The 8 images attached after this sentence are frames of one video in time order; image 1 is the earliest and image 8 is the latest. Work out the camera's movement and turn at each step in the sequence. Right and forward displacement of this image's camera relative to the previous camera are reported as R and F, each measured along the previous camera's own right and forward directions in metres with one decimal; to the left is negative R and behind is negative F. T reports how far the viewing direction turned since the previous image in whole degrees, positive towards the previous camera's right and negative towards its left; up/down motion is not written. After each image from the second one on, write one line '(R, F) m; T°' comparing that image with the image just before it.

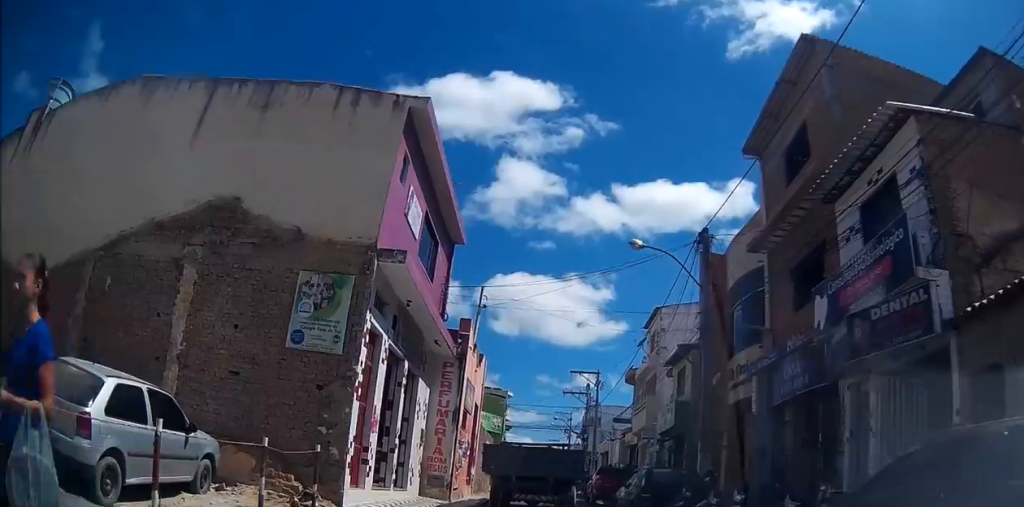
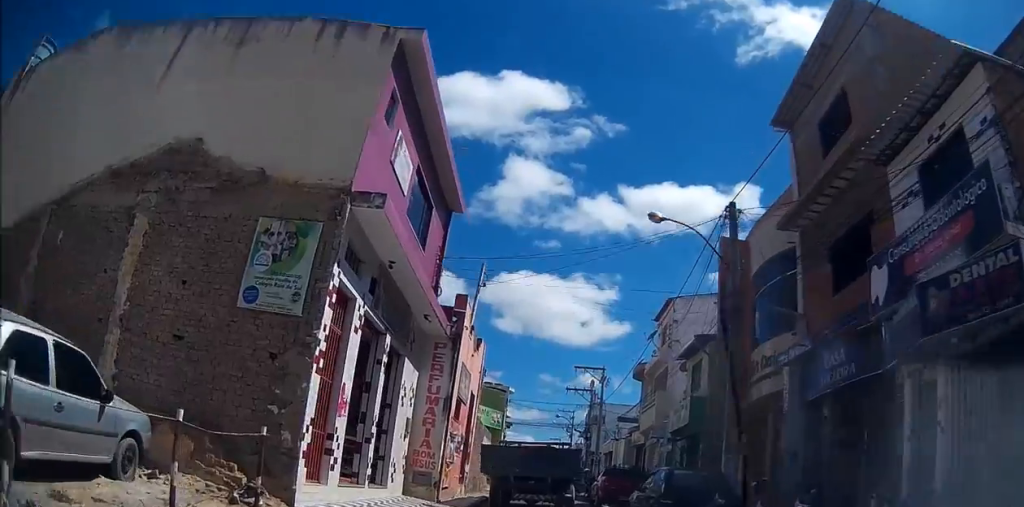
(+0.1, +1.9) m; -2°
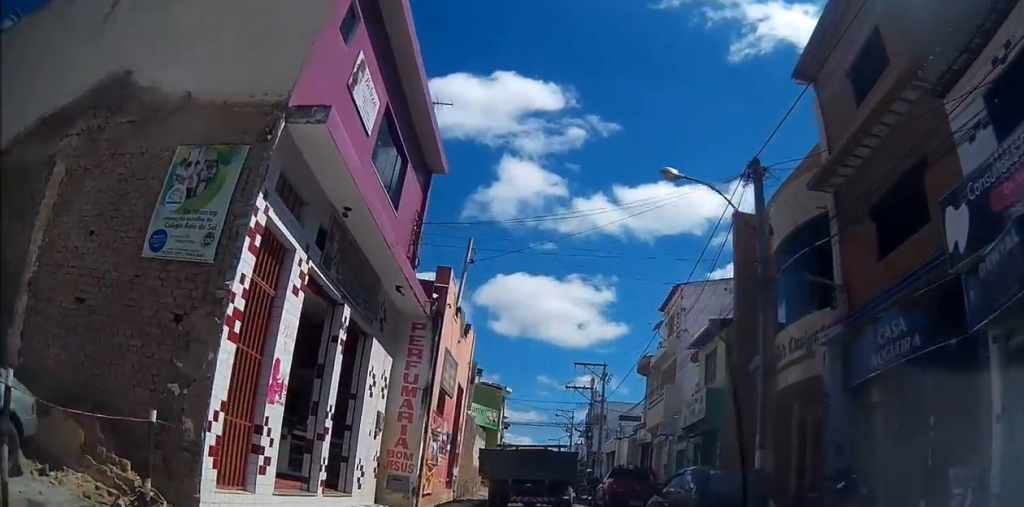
(-0.3, +2.1) m; +2°
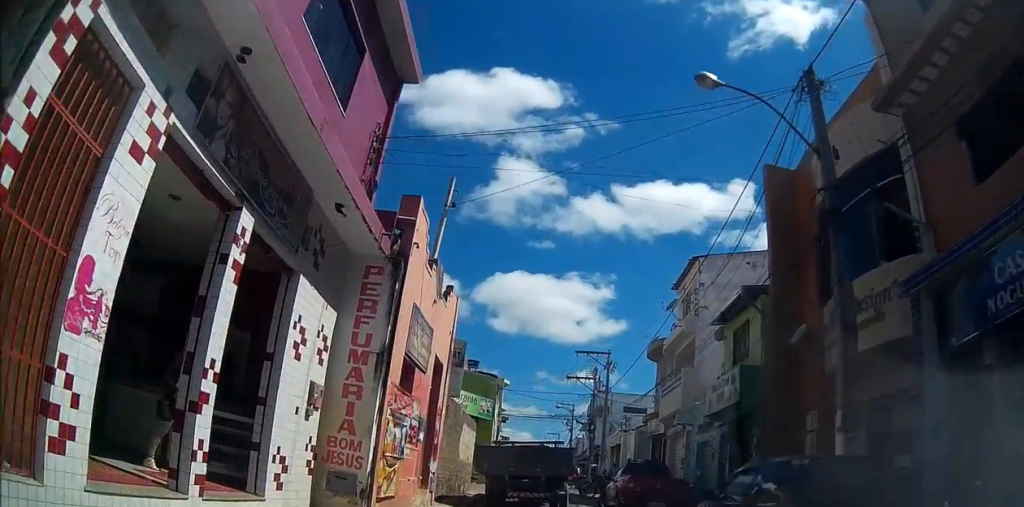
(0.0, +3.1) m; +5°
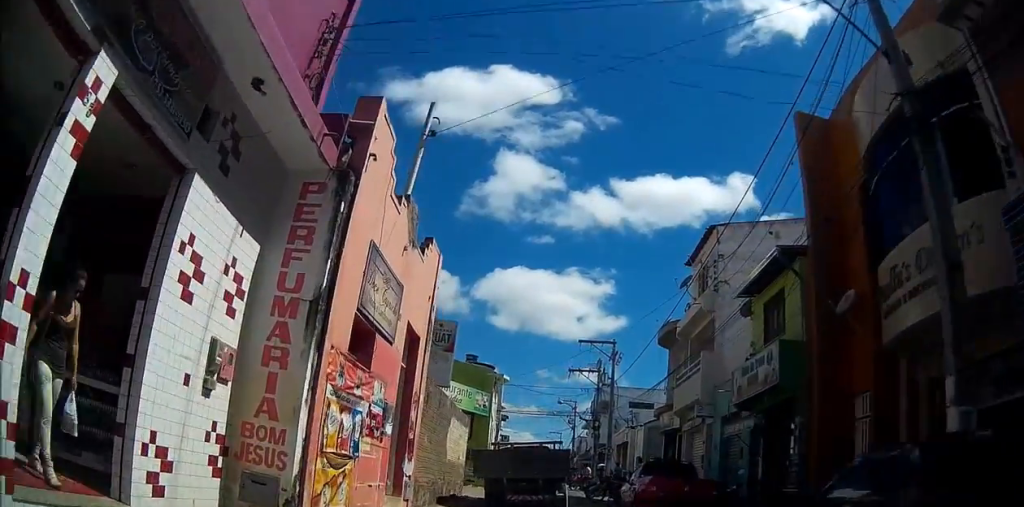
(+0.3, +2.5) m; +6°
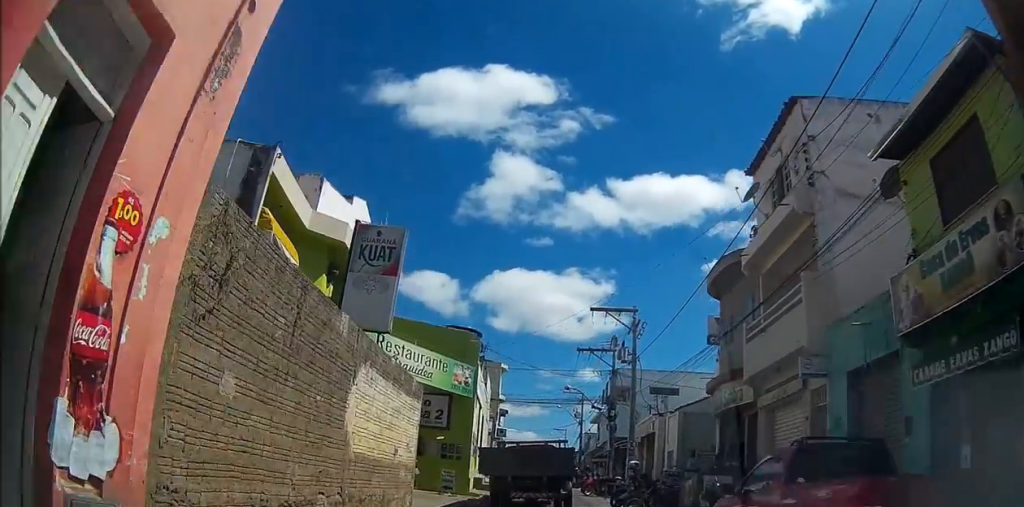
(-0.6, +7.9) m; -6°
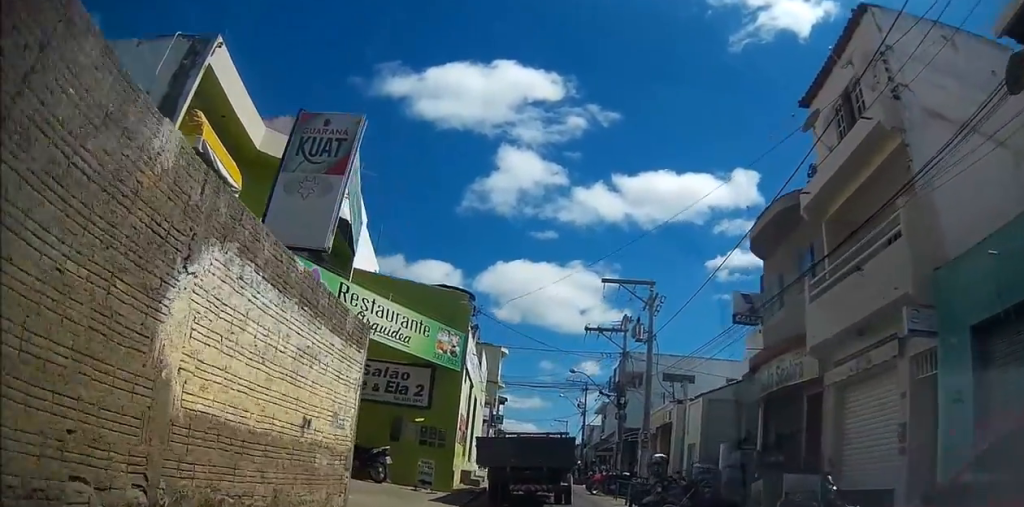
(+0.1, +3.6) m; 0°
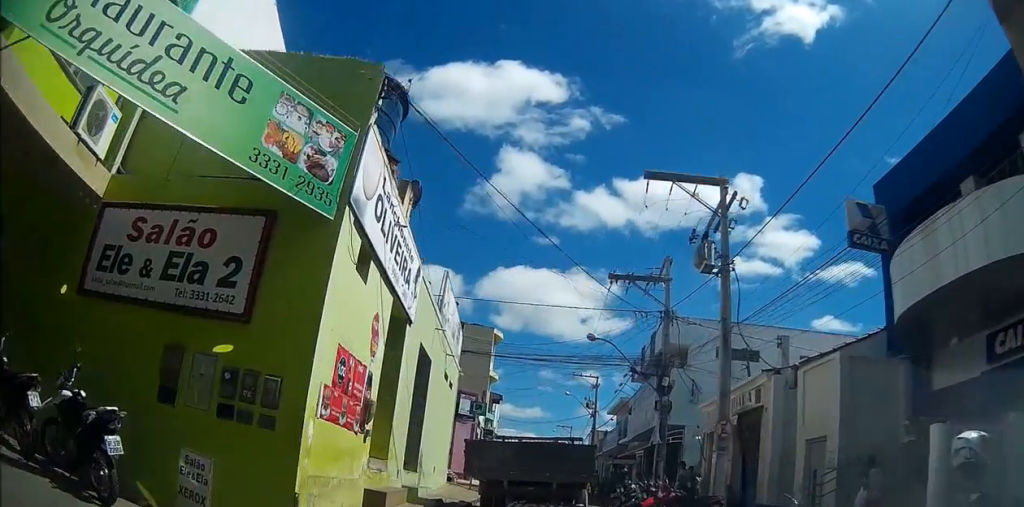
(-0.3, +10.9) m; -2°
